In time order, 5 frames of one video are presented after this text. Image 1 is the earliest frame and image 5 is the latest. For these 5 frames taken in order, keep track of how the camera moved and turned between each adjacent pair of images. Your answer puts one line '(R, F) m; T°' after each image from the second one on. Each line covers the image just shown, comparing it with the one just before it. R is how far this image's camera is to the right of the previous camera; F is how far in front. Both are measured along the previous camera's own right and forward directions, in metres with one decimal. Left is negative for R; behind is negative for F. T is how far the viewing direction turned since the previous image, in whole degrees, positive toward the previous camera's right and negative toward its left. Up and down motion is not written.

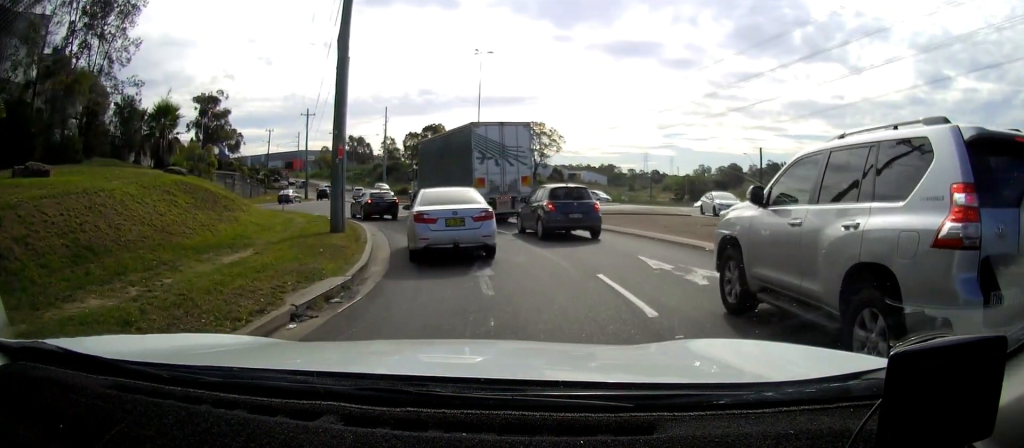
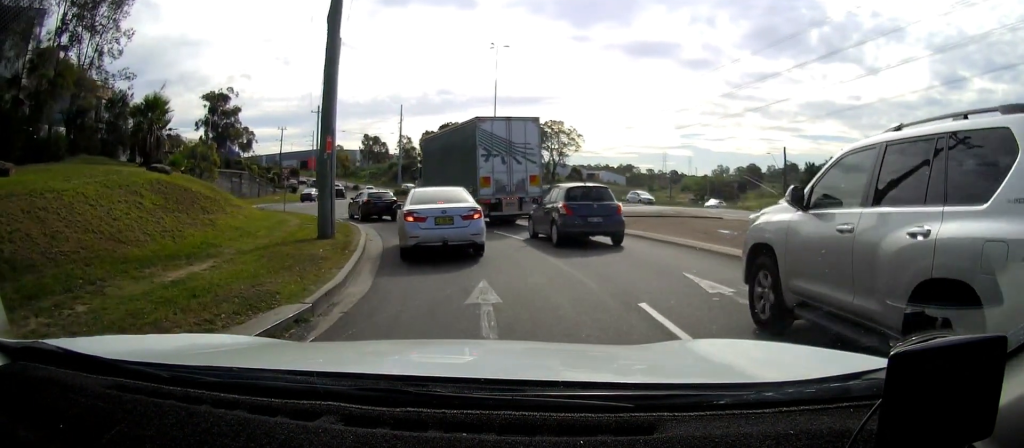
(-0.3, +2.4) m; -5°
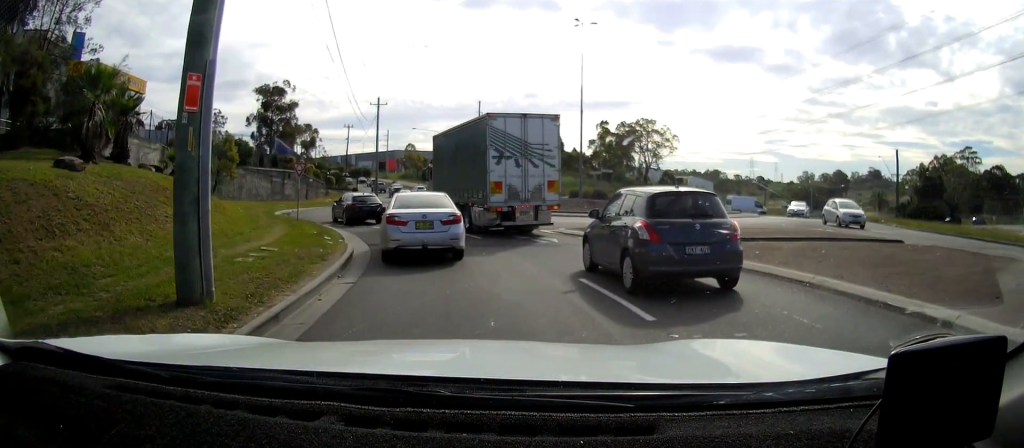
(-0.6, +9.1) m; -4°
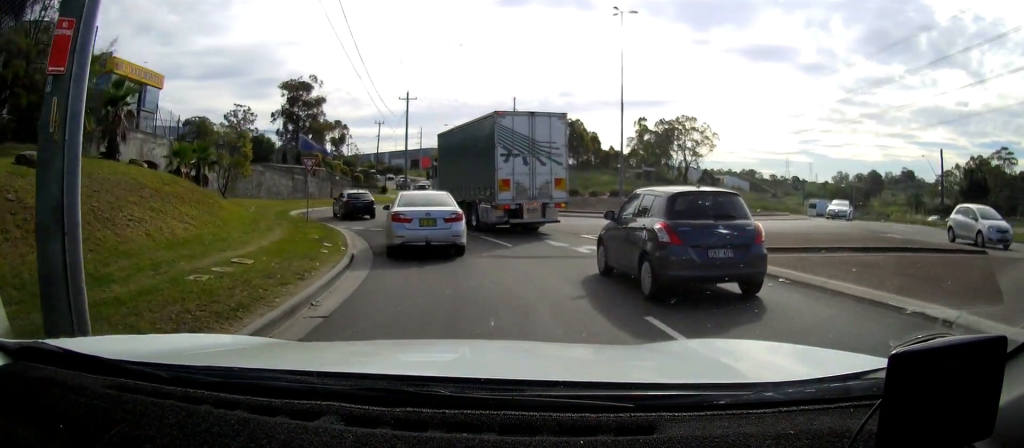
(0.0, +2.9) m; 0°
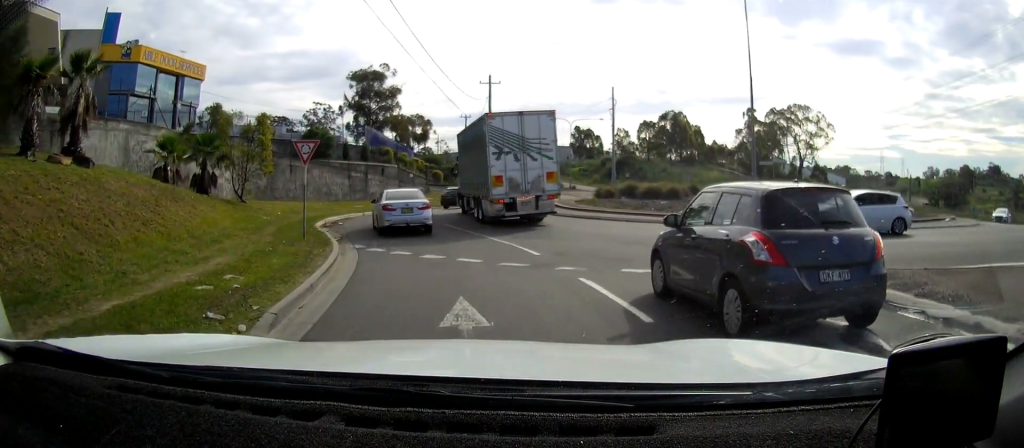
(0.0, +9.0) m; 0°
